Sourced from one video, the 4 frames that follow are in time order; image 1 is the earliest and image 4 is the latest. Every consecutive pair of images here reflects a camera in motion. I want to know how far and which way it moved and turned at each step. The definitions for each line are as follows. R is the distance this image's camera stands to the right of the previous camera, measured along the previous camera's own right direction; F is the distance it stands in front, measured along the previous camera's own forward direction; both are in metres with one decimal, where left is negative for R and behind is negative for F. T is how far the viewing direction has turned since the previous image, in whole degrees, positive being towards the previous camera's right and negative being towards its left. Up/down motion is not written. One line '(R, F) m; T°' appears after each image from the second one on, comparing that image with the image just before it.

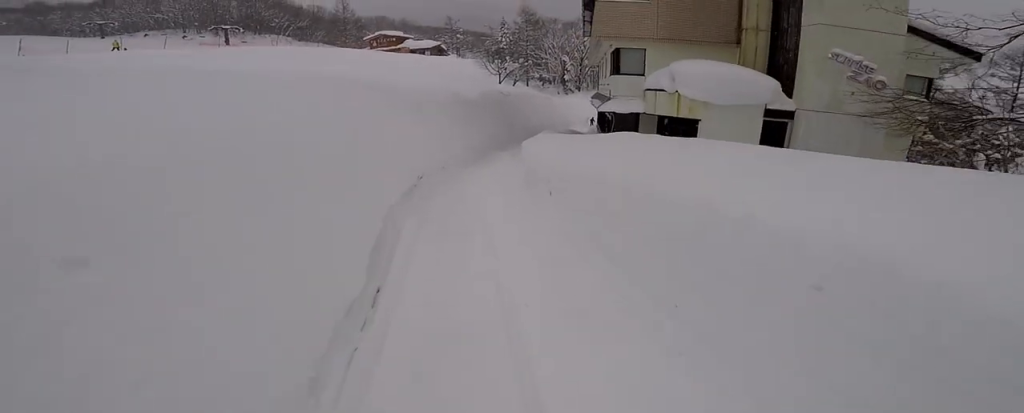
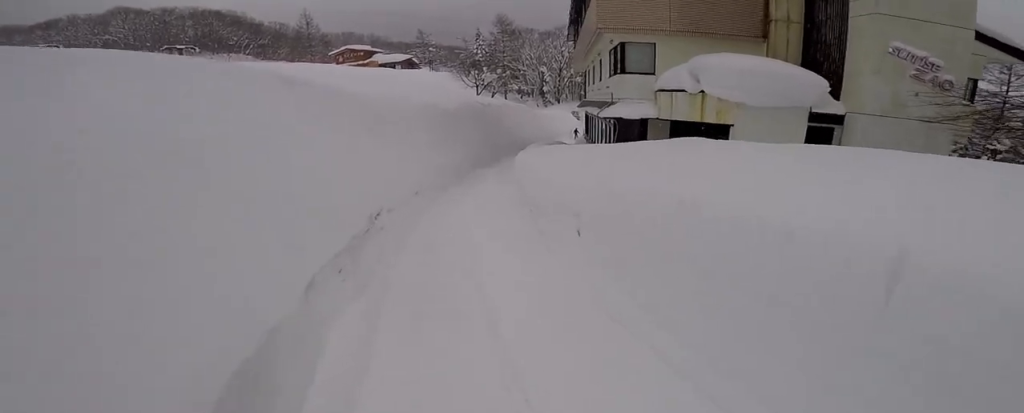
(+0.8, +3.0) m; +3°
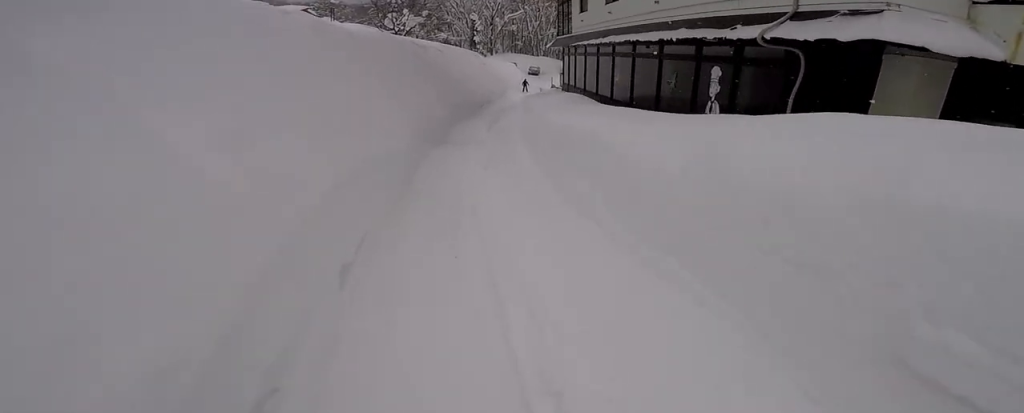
(+1.0, +9.9) m; +6°
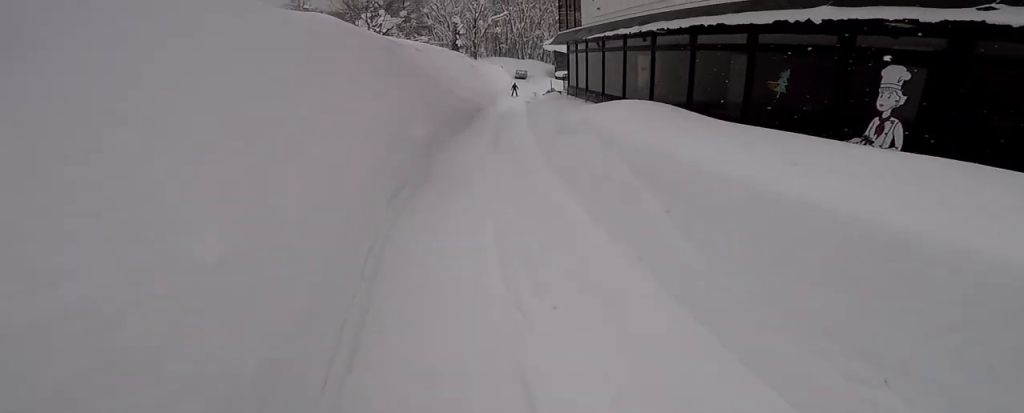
(-1.1, +3.9) m; +1°
